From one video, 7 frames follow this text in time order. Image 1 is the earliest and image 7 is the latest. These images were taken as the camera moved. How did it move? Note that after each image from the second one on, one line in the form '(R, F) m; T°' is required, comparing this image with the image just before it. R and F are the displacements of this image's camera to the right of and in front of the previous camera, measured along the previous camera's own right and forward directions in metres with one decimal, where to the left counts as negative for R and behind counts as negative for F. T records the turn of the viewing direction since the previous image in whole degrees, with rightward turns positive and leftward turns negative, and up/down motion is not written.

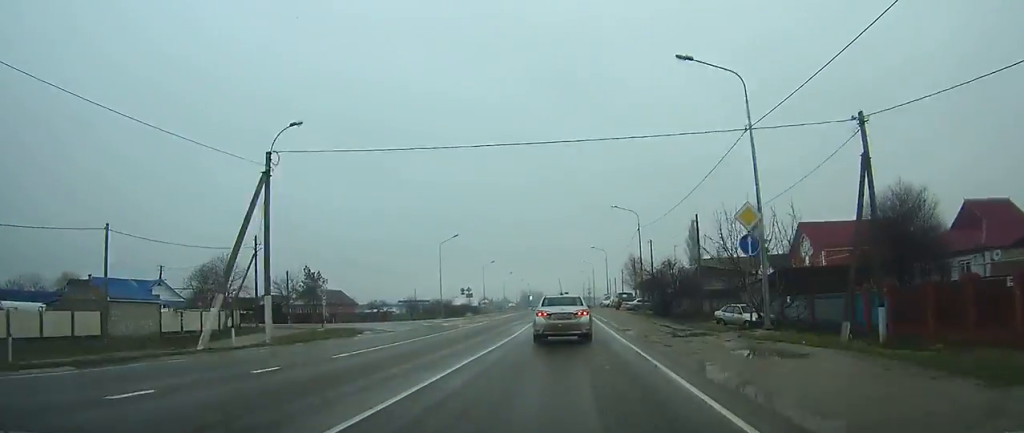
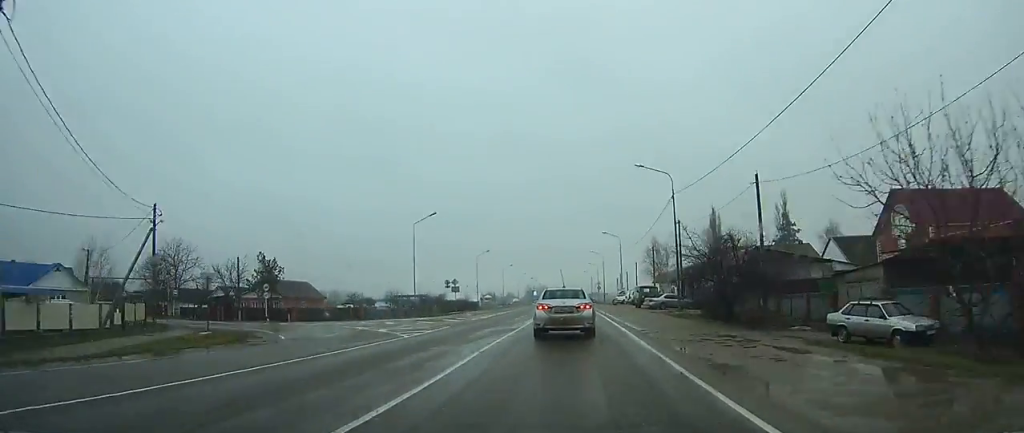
(-0.1, +15.4) m; 0°
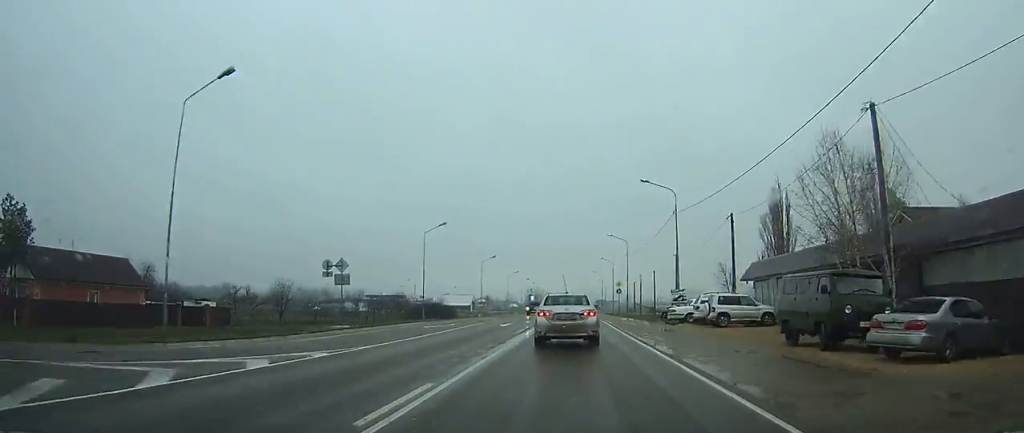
(-0.5, +38.9) m; -1°
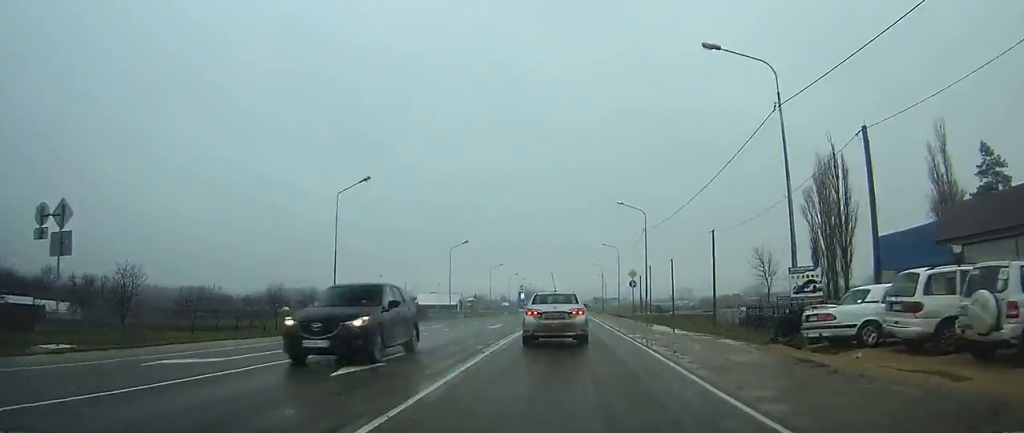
(0.0, +21.9) m; 0°
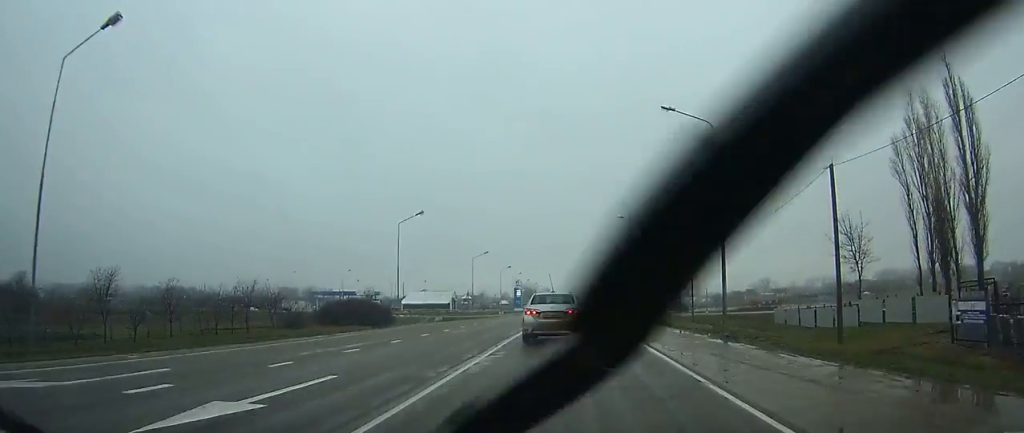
(0.0, +24.7) m; 0°
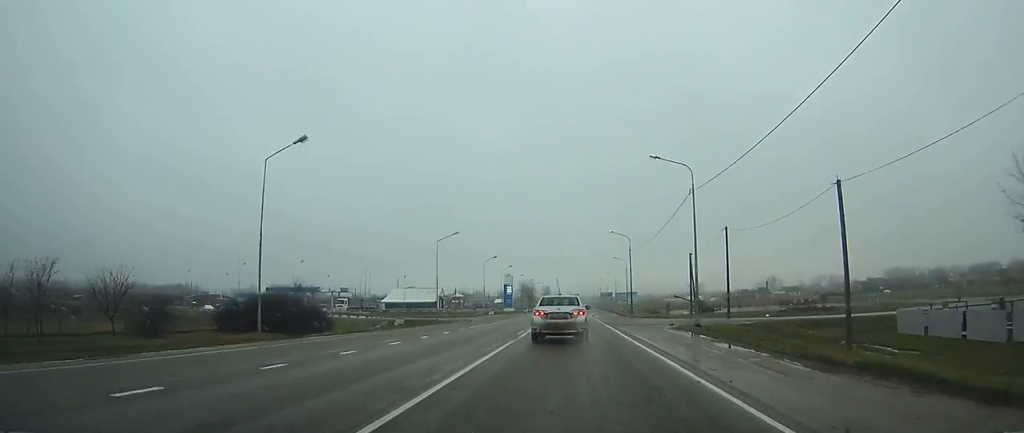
(0.0, +24.3) m; 0°
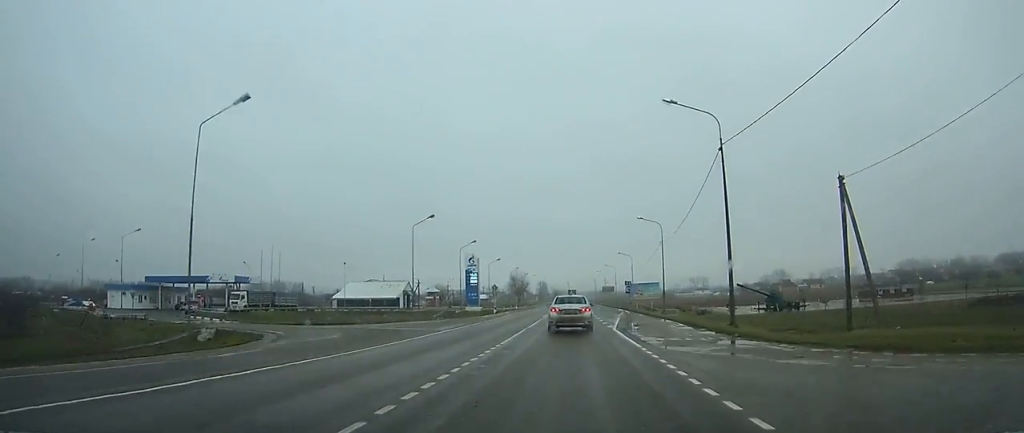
(+0.4, +46.2) m; +1°
